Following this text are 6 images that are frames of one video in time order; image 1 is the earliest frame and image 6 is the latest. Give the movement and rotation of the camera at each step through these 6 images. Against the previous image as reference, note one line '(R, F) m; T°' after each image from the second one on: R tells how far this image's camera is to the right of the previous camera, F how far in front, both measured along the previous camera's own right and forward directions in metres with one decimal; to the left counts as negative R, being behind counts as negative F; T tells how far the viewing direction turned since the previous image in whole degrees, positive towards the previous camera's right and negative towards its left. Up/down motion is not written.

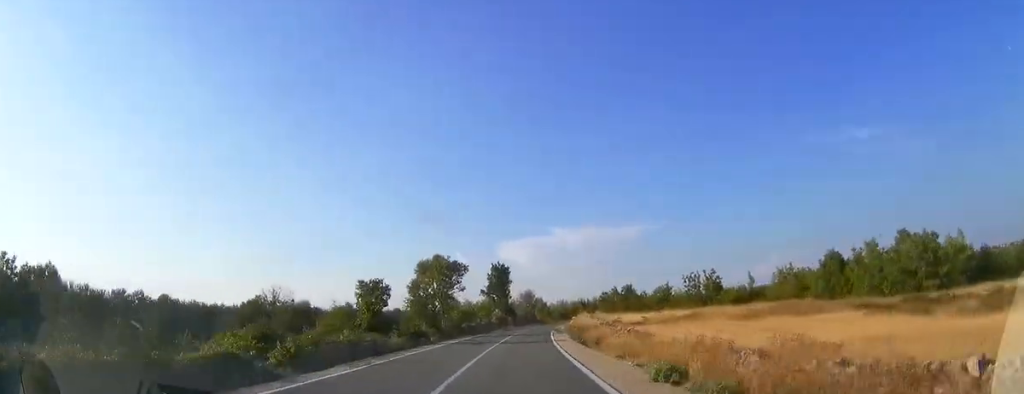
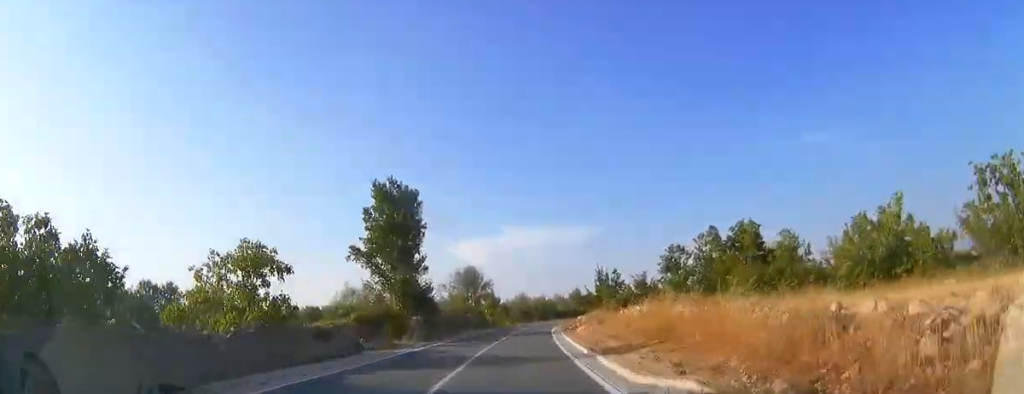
(+2.9, +56.9) m; +5°
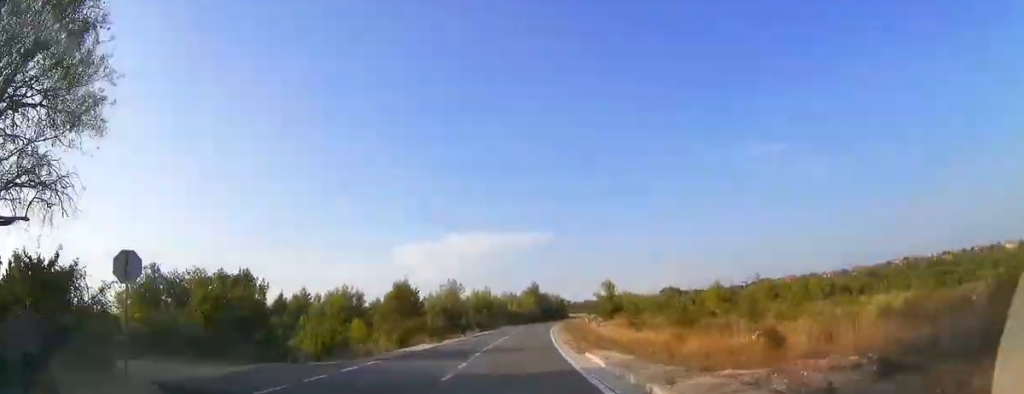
(+3.0, +61.5) m; +6°
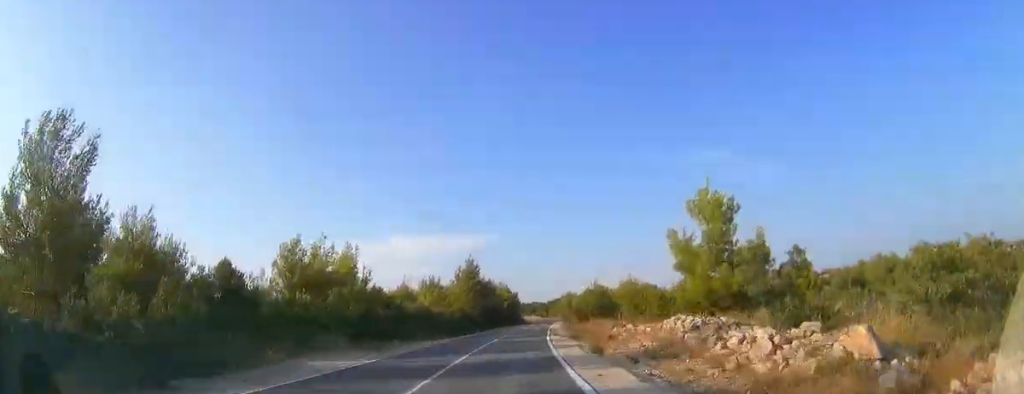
(+3.7, +71.3) m; +6°
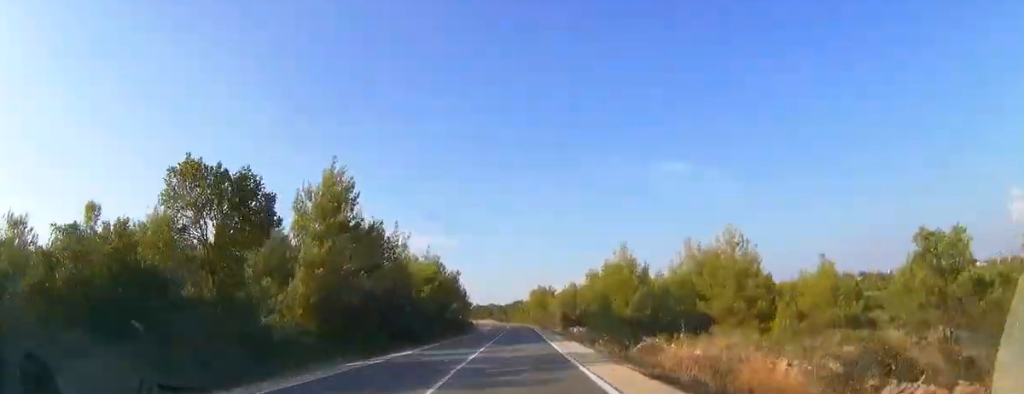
(+2.0, +56.8) m; +3°
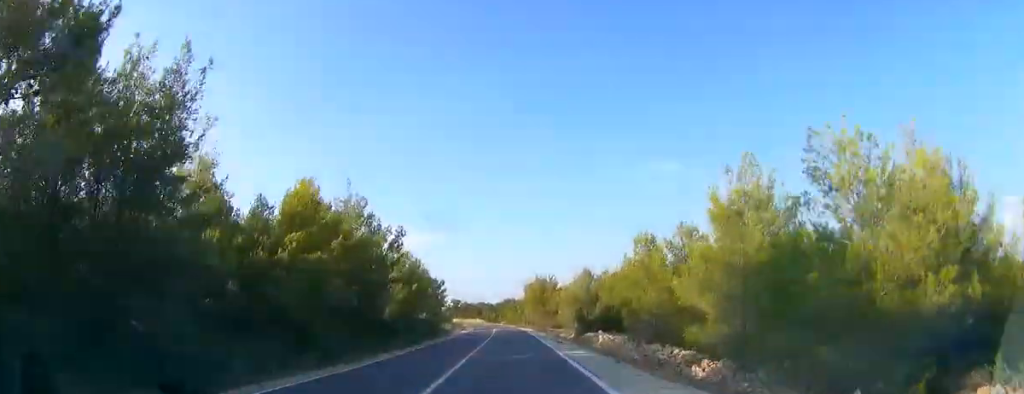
(+0.5, +27.9) m; +1°
